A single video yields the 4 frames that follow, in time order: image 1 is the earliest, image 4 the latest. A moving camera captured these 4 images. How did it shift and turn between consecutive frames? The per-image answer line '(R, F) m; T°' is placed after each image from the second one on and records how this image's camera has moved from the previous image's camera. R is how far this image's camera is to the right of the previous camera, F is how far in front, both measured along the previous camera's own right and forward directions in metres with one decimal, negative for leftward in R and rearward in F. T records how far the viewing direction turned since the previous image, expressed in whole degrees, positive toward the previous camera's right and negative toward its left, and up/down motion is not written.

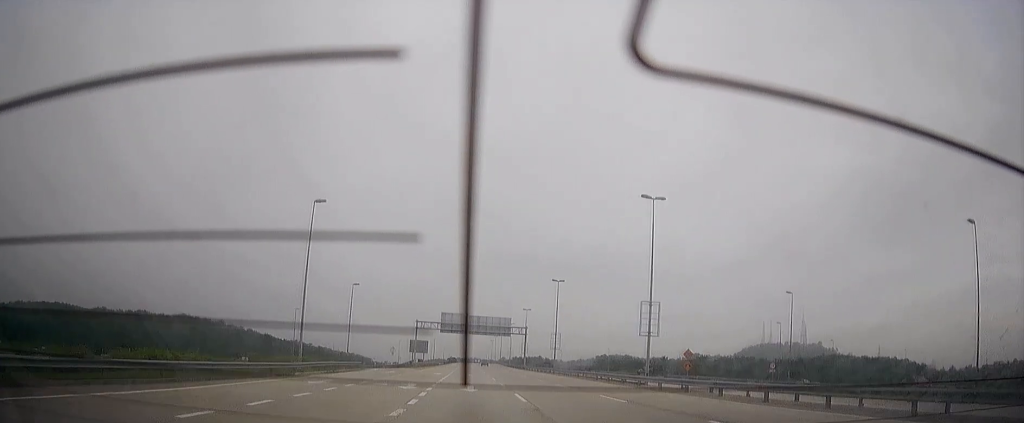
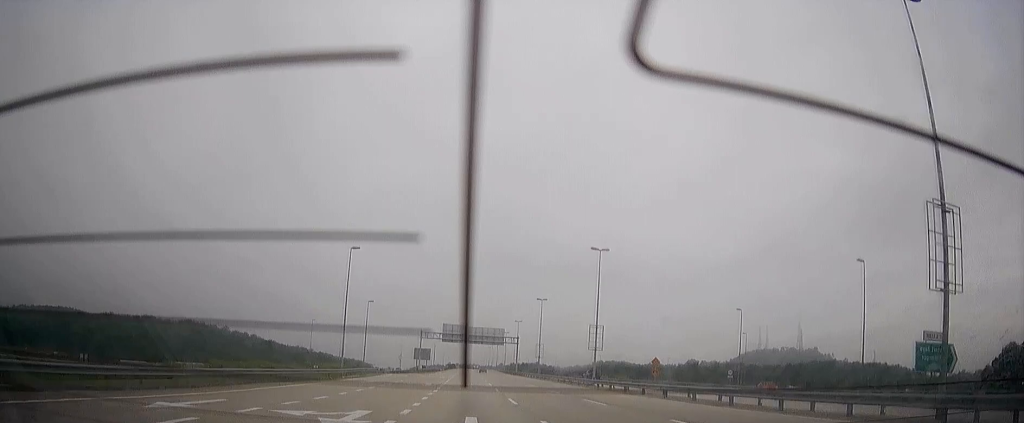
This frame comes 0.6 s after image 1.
(0.0, +15.9) m; 0°
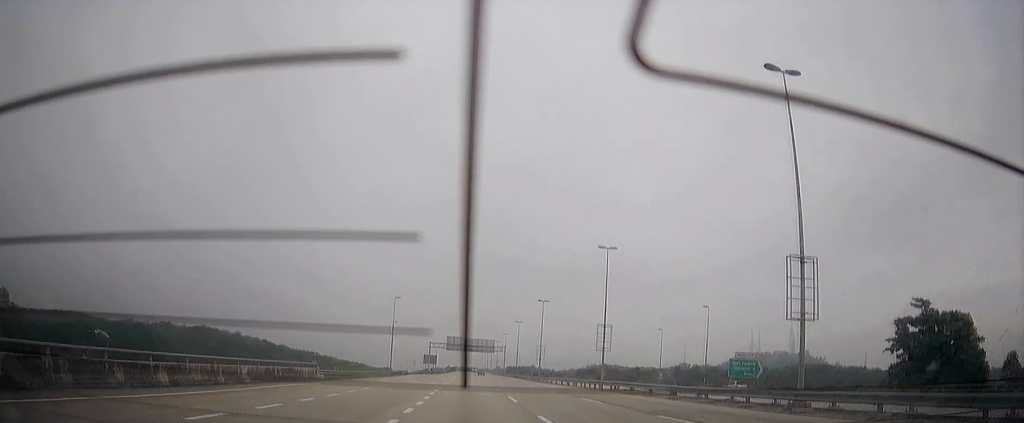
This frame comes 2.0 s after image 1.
(0.0, +36.2) m; 0°
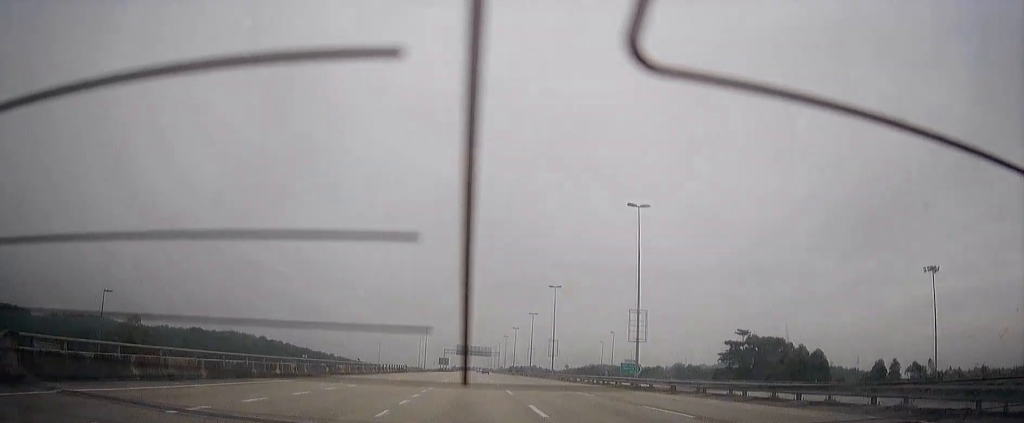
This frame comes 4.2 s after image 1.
(+0.1, +60.6) m; 0°
